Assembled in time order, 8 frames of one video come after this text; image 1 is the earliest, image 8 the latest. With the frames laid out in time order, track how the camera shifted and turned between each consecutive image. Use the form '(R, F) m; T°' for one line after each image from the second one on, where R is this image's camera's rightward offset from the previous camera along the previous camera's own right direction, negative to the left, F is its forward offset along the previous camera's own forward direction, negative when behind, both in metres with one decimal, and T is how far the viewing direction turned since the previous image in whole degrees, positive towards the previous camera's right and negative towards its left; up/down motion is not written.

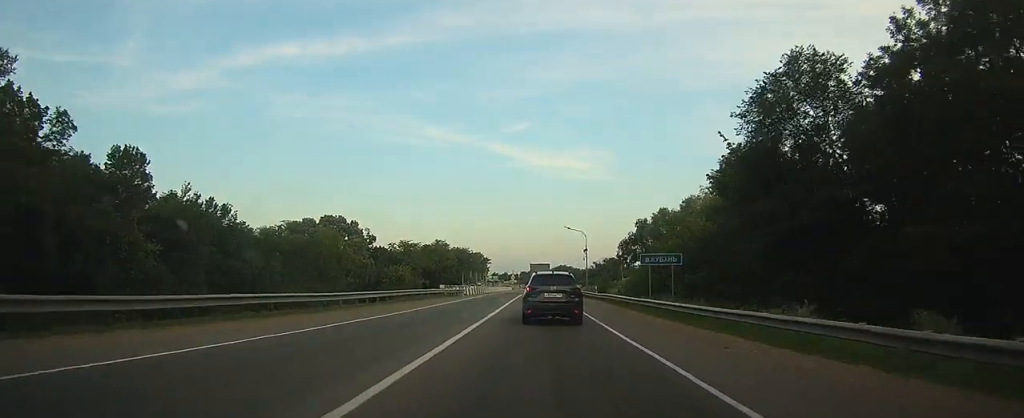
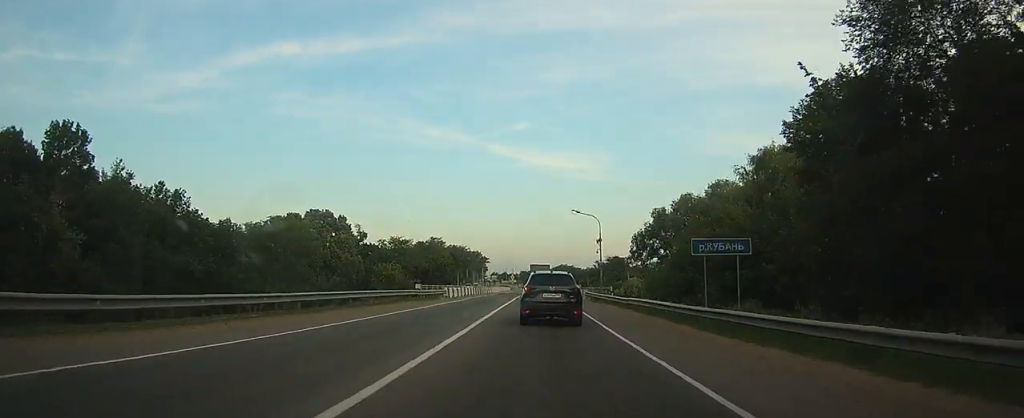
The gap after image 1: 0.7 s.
(0.0, +12.8) m; 0°
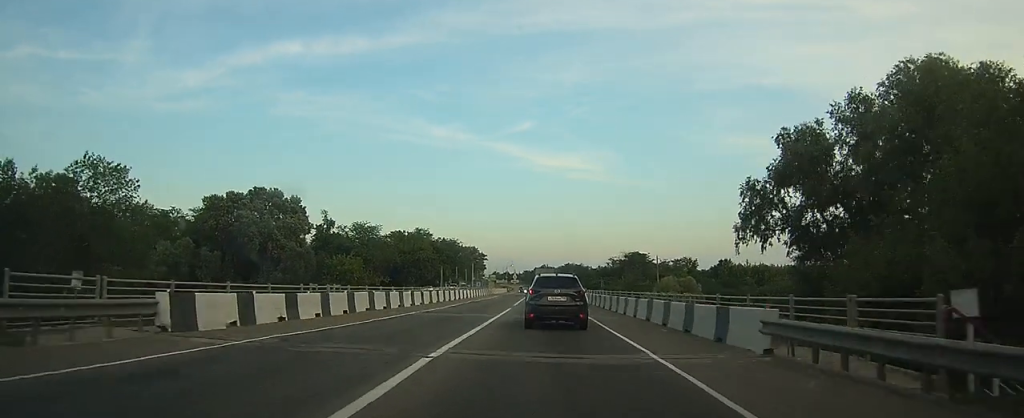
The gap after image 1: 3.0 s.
(-0.1, +40.6) m; 0°
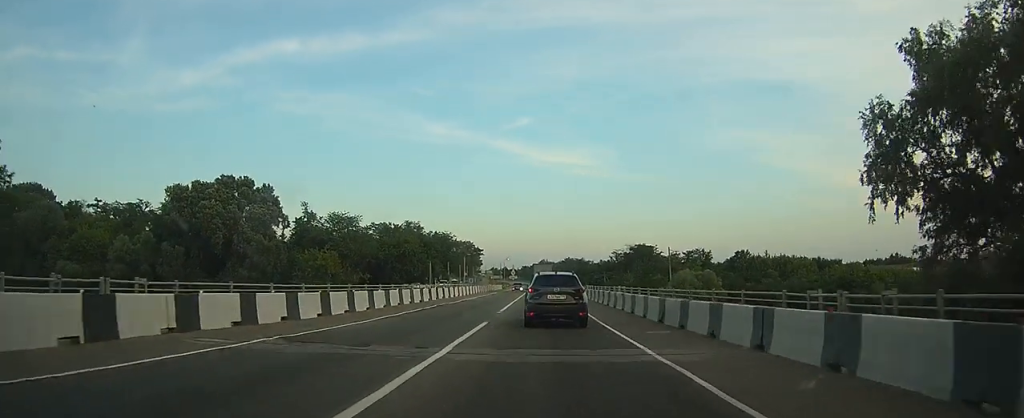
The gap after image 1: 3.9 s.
(0.0, +15.0) m; 0°
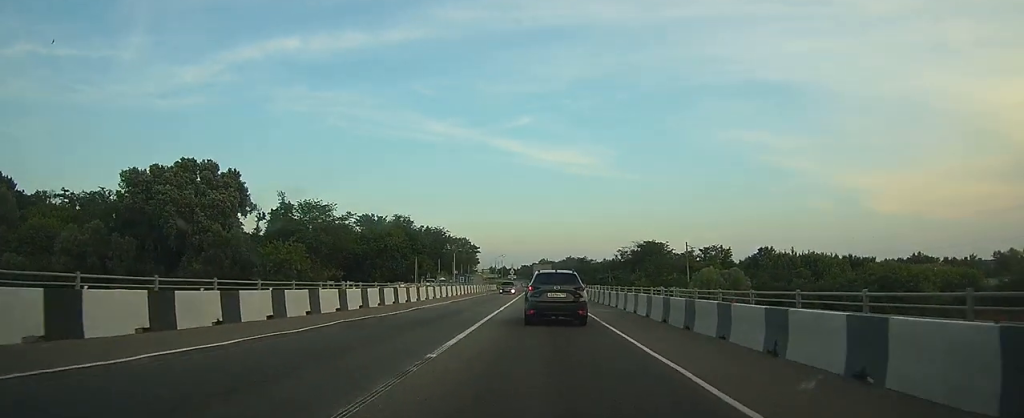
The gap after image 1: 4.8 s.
(0.0, +16.0) m; 0°
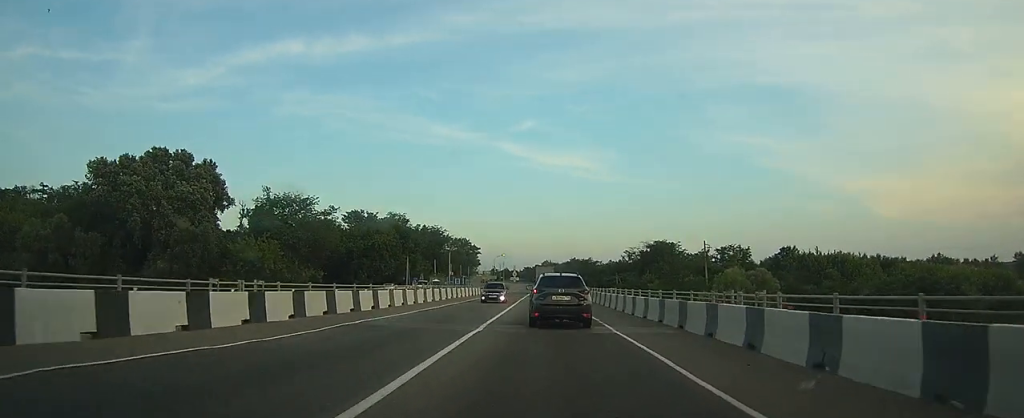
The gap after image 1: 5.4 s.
(0.0, +10.8) m; 0°
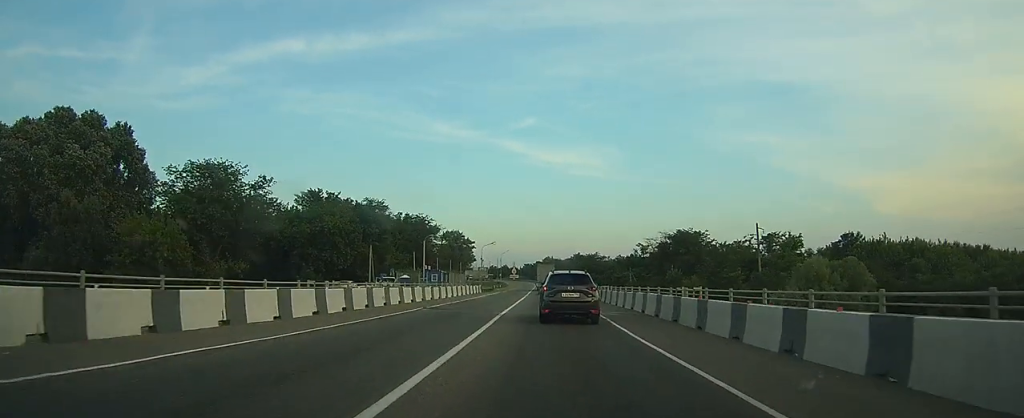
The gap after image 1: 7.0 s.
(0.0, +25.9) m; 0°
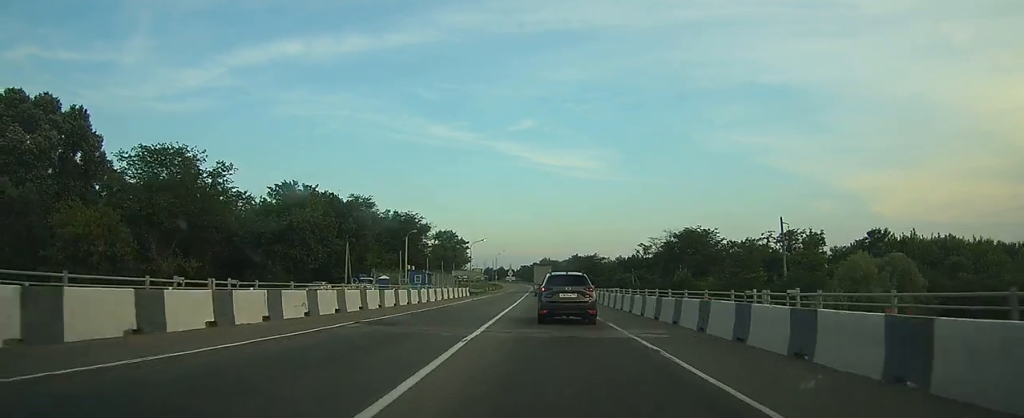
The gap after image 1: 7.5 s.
(0.0, +9.5) m; 0°
